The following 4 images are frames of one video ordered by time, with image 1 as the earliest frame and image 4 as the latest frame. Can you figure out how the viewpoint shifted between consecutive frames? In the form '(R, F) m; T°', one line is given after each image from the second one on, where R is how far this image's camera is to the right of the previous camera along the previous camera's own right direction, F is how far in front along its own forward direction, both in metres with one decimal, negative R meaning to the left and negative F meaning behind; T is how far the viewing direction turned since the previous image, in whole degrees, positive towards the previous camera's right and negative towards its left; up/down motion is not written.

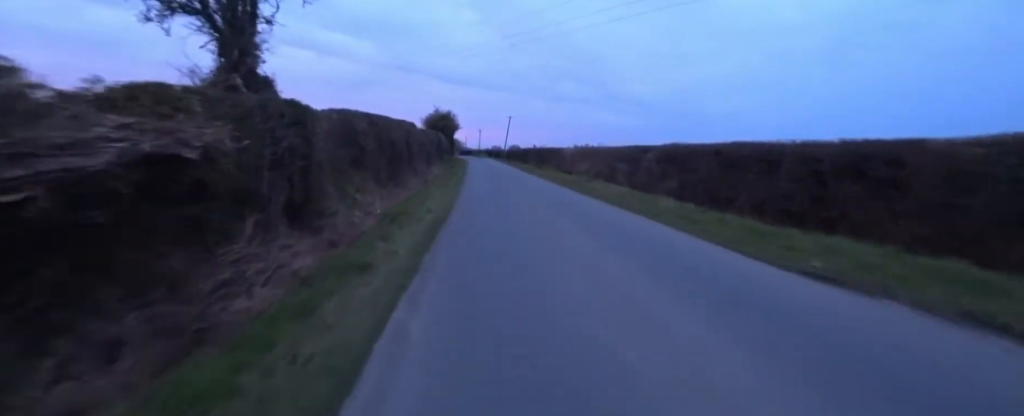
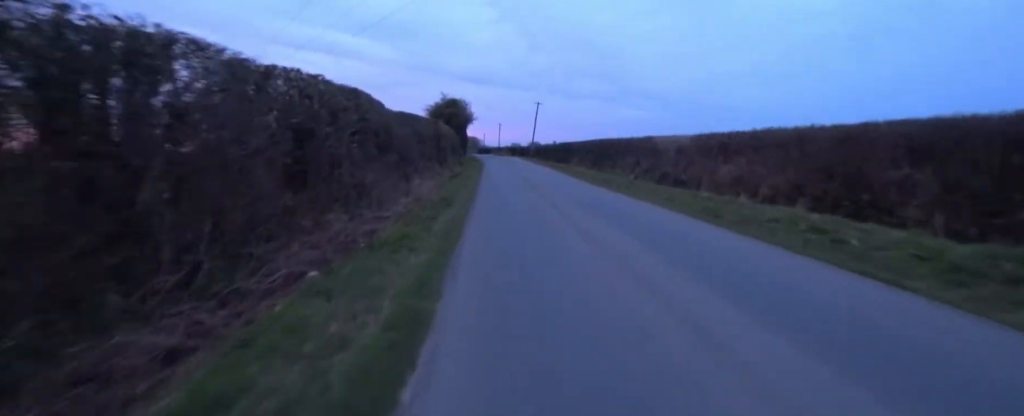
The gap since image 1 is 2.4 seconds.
(+2.4, +13.3) m; 0°
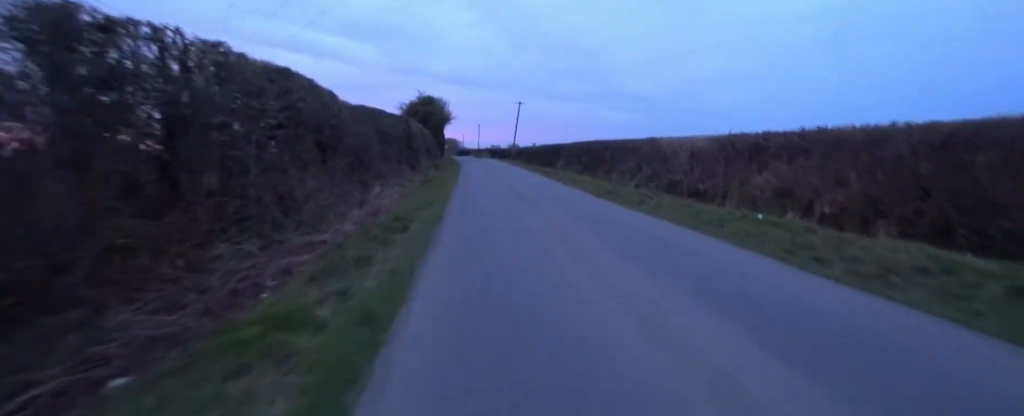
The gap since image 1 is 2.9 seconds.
(-0.2, +2.8) m; -6°
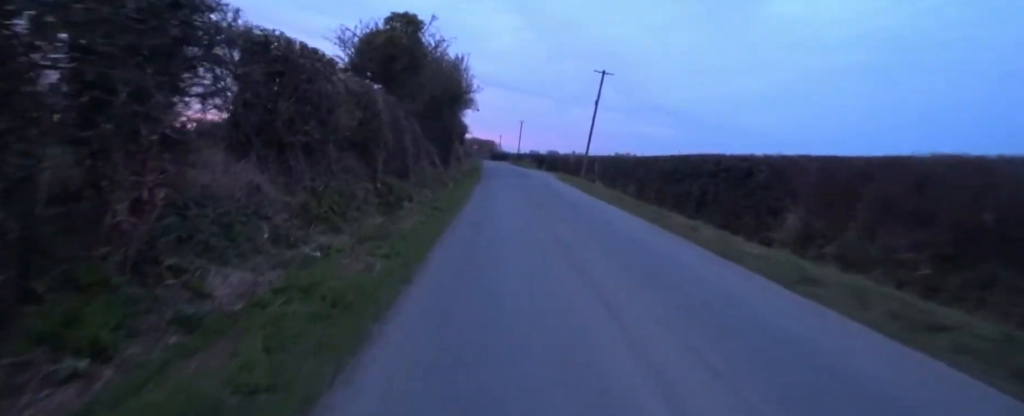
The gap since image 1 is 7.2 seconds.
(+1.3, +21.4) m; +1°
